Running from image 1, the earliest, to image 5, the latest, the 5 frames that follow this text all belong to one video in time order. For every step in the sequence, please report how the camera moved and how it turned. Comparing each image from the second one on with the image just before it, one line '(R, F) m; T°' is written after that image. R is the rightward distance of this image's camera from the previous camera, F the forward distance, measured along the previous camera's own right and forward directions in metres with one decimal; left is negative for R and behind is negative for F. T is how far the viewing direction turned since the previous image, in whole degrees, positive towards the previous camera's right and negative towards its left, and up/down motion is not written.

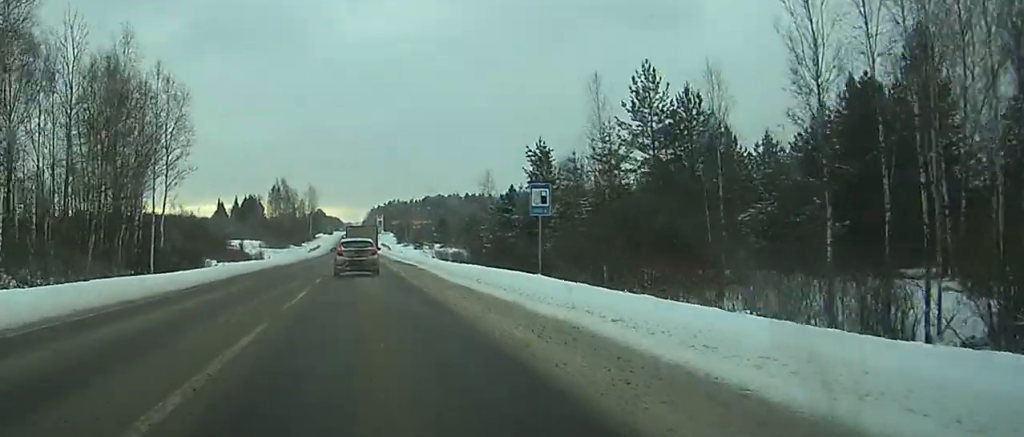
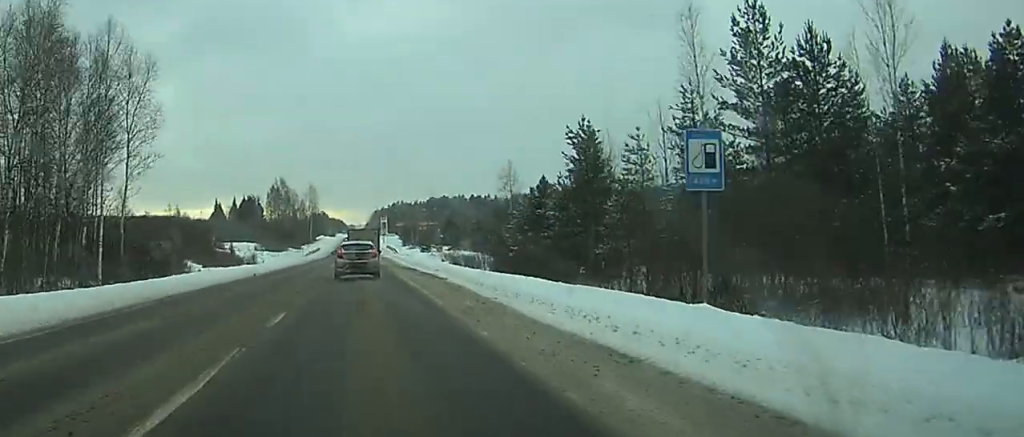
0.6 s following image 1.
(-0.1, +14.9) m; 0°
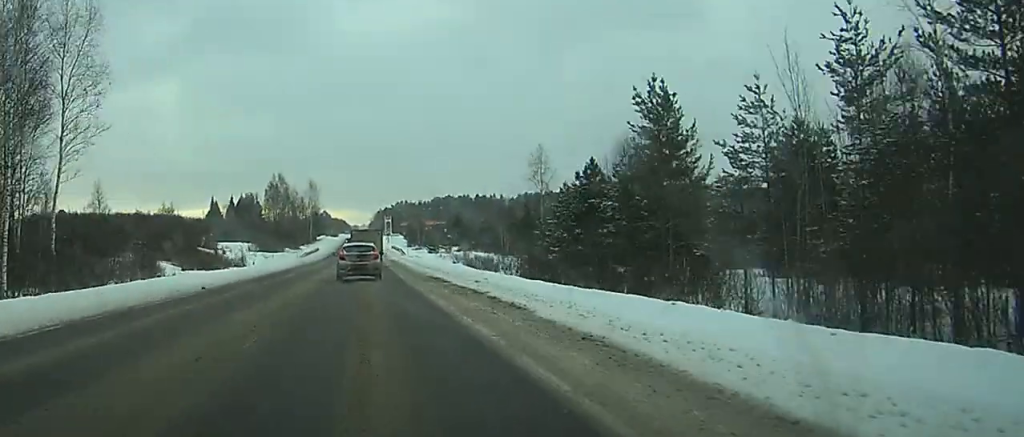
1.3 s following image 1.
(-0.1, +15.6) m; 0°
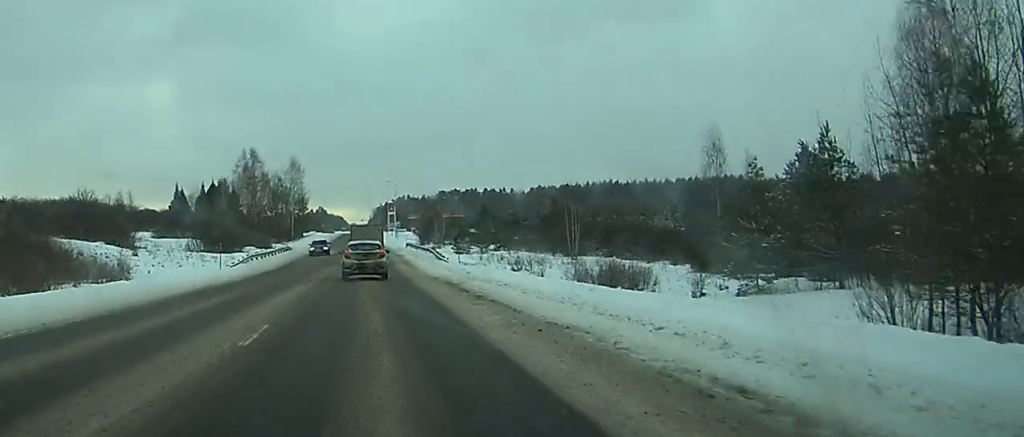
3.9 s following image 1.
(+0.1, +60.2) m; 0°
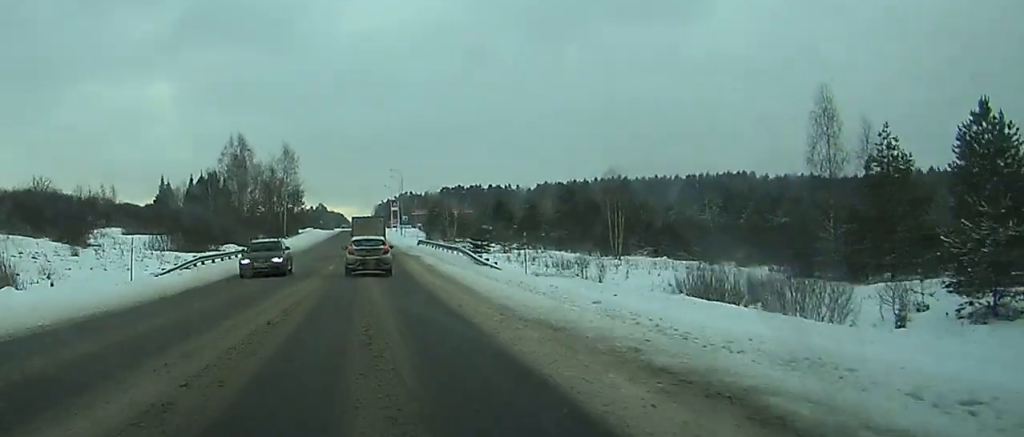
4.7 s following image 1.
(0.0, +20.5) m; 0°
